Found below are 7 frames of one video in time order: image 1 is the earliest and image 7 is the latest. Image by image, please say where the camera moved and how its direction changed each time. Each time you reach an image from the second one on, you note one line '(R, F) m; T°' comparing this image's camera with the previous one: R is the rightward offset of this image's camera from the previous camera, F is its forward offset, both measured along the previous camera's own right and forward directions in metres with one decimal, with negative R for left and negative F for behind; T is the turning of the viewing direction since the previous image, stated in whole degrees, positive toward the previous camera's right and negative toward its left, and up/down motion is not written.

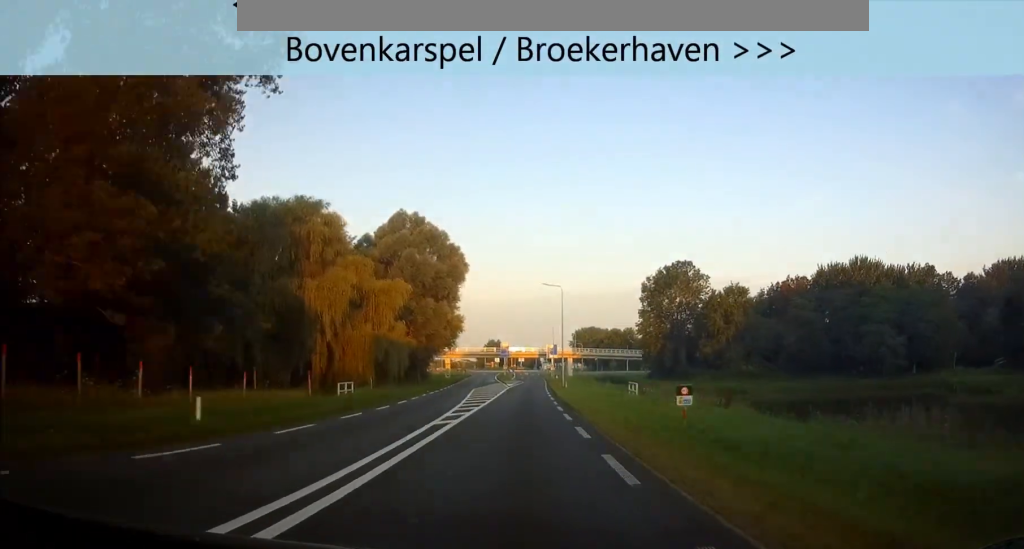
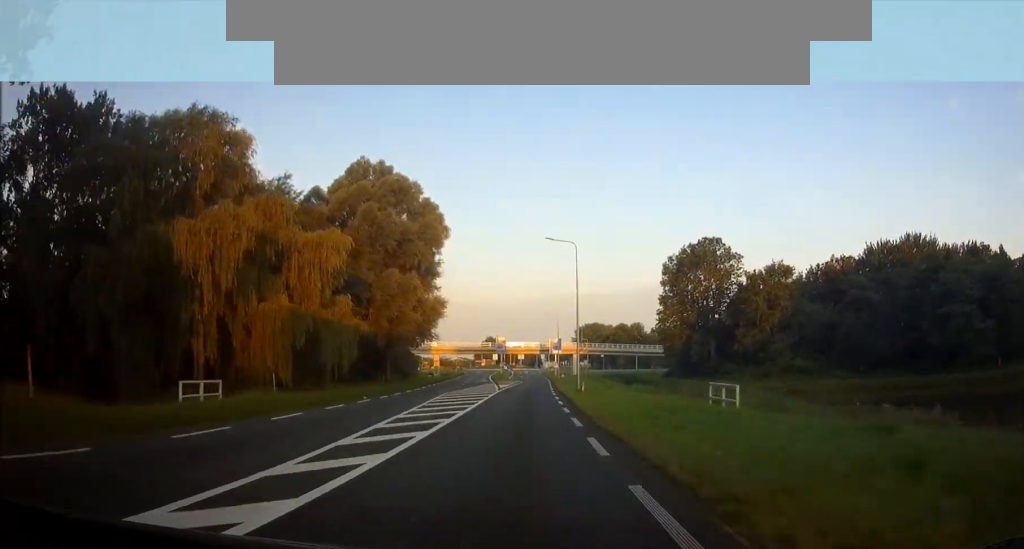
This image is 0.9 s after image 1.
(0.0, +20.9) m; 0°
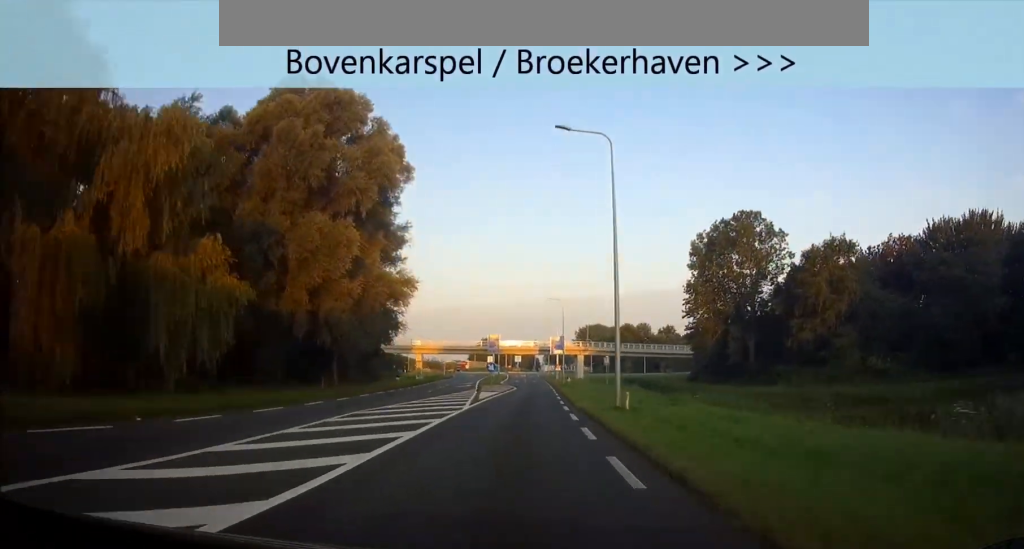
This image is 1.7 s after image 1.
(+0.1, +20.4) m; 0°
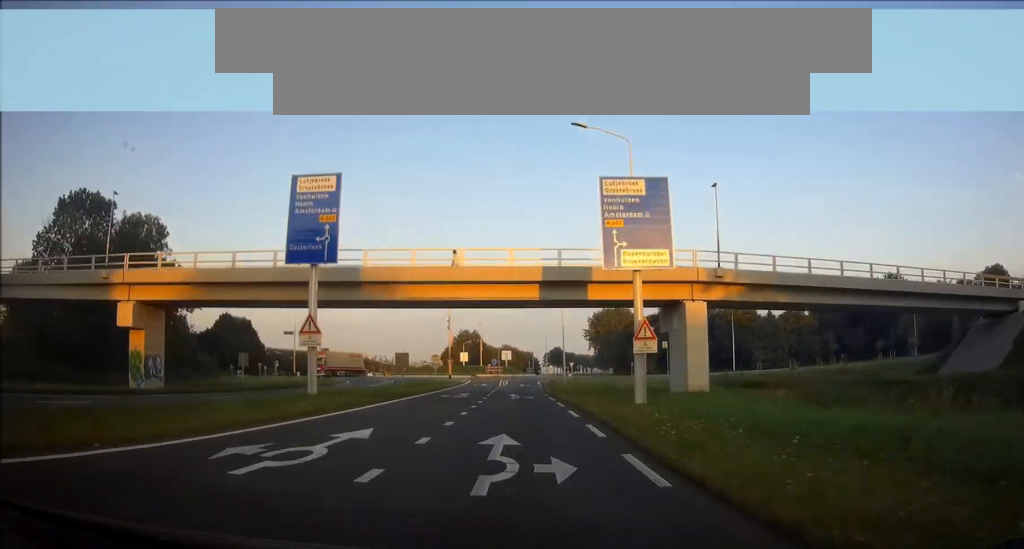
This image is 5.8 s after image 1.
(+1.1, +88.0) m; +2°
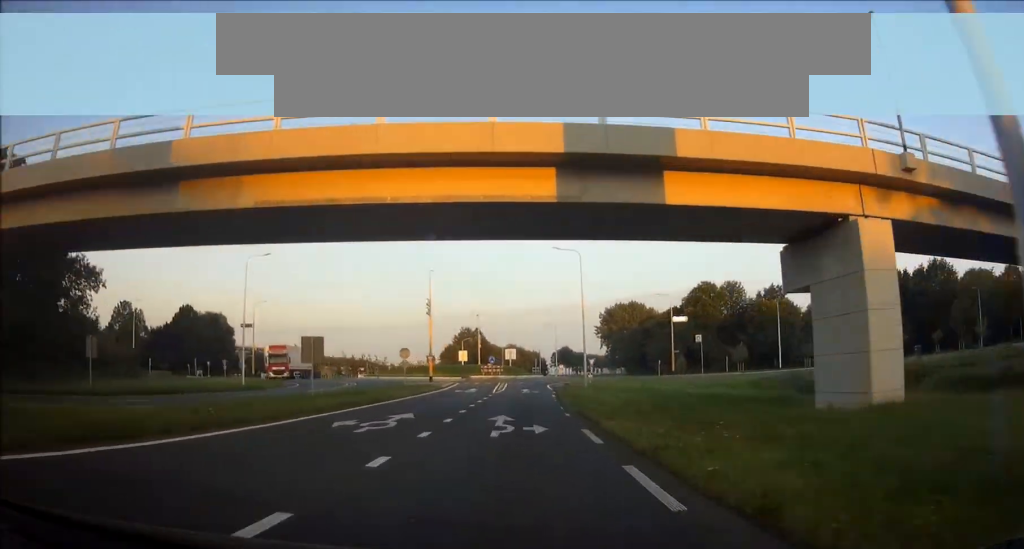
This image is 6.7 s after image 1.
(+0.1, +17.8) m; +1°
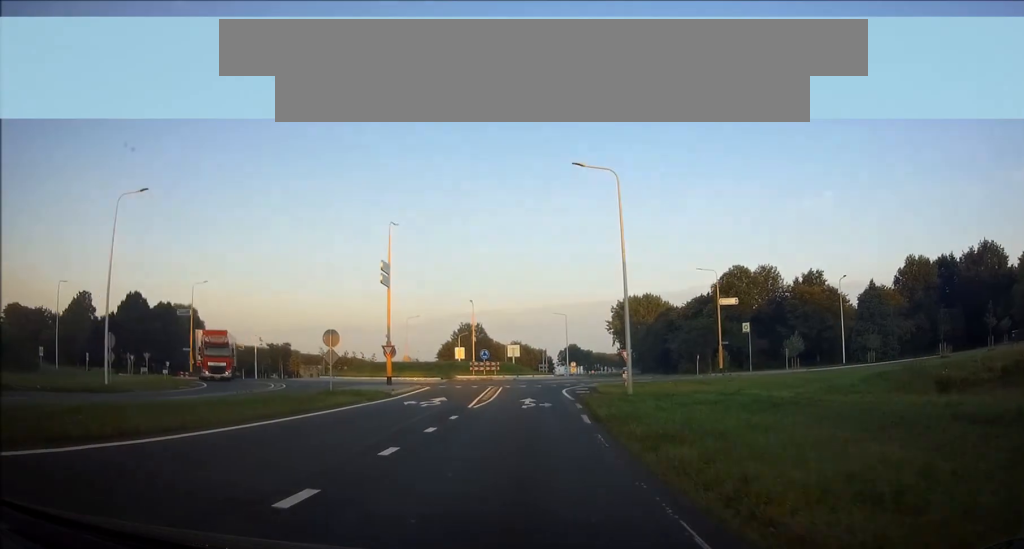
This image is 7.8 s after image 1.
(+0.1, +17.1) m; +2°
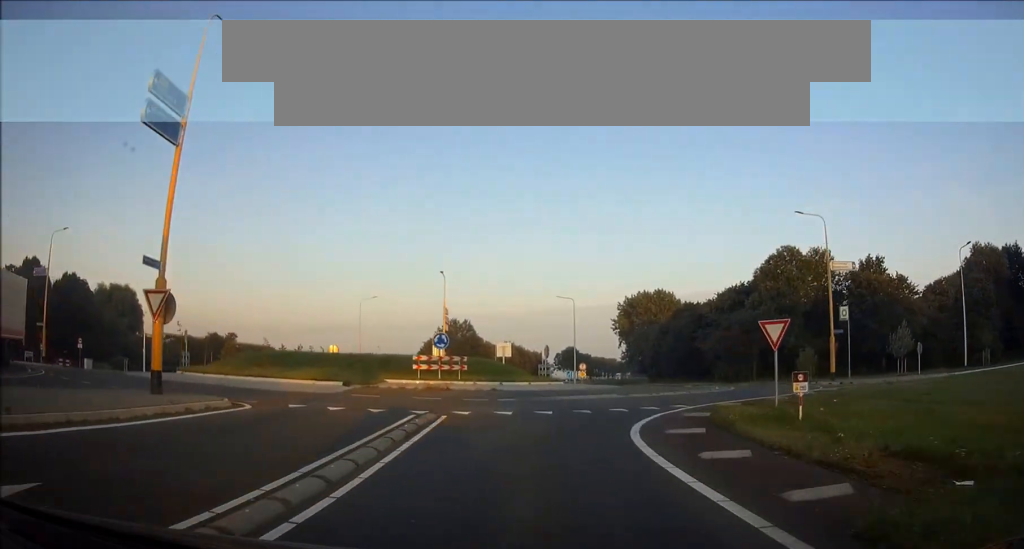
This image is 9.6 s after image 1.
(+0.9, +25.8) m; +7°
